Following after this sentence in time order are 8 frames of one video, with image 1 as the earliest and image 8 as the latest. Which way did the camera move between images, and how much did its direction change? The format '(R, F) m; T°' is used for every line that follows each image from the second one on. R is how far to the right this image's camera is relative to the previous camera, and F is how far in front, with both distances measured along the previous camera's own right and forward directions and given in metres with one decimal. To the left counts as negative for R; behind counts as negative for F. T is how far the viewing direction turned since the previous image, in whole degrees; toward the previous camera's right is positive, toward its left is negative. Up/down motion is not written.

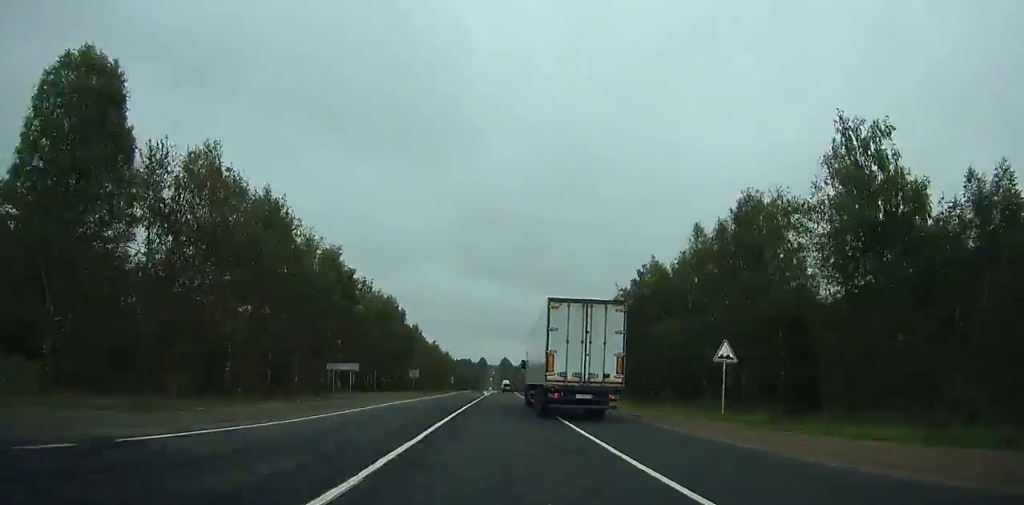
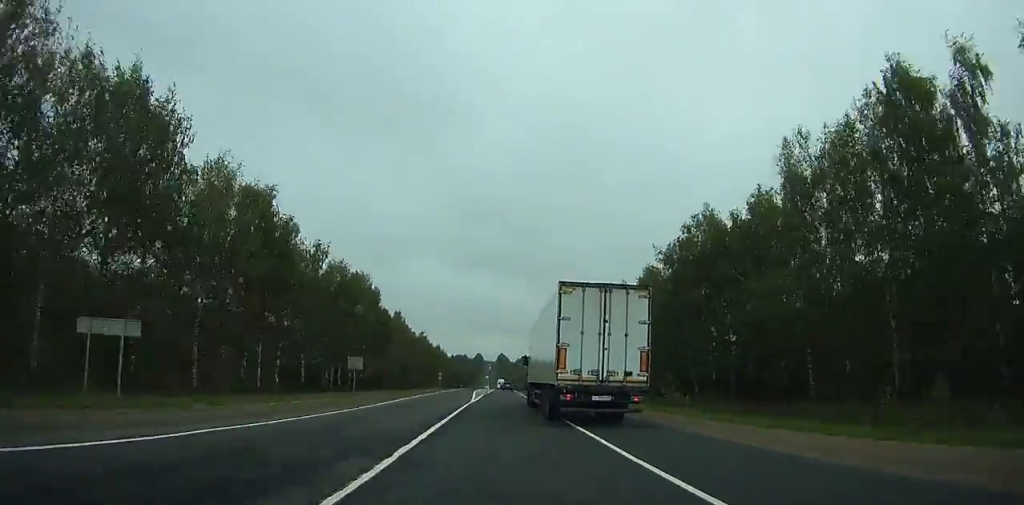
(-0.1, +25.9) m; 0°
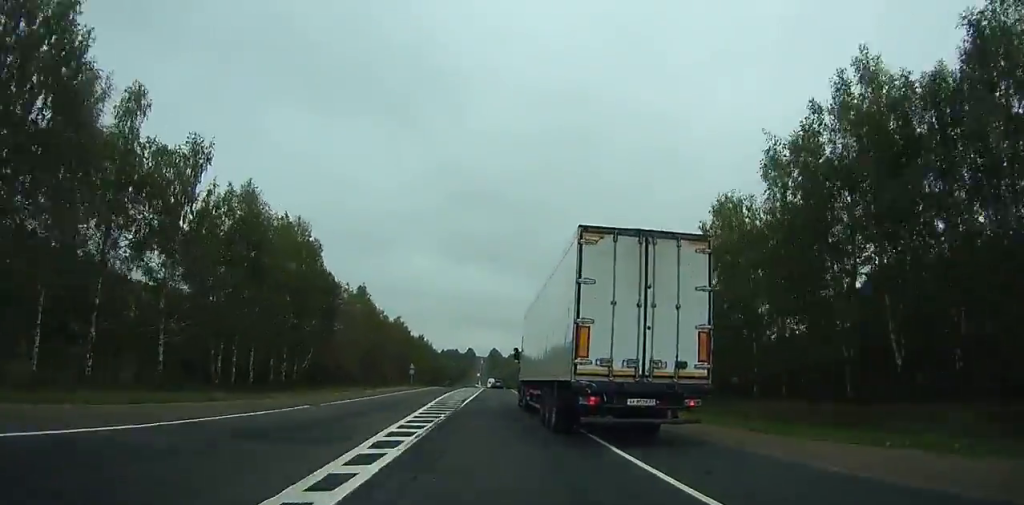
(+0.1, +32.2) m; 0°
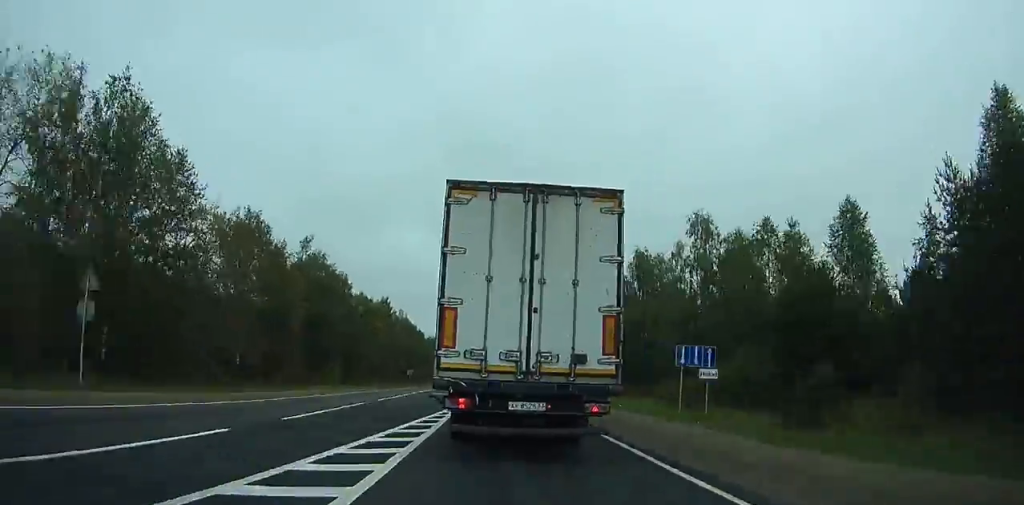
(+0.1, +86.6) m; 0°
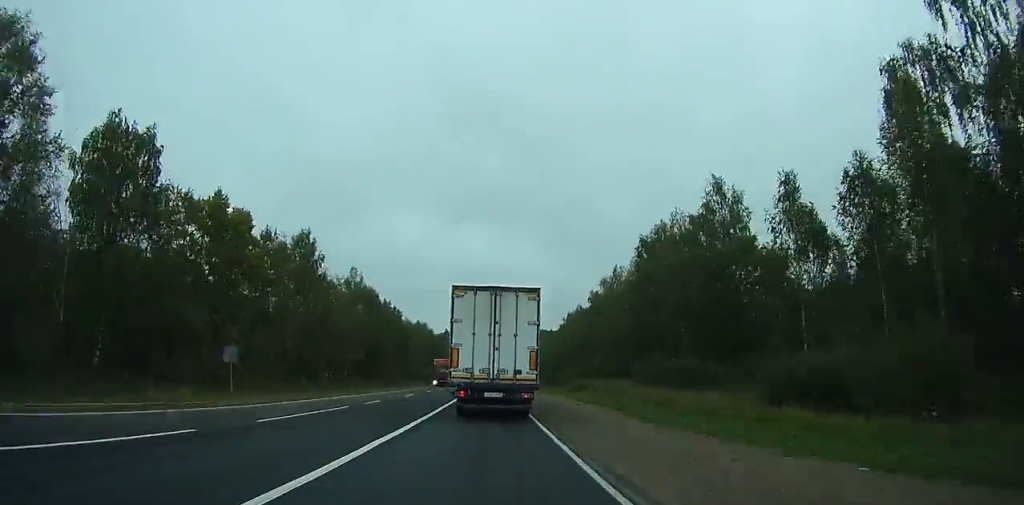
(-0.4, +75.1) m; -1°
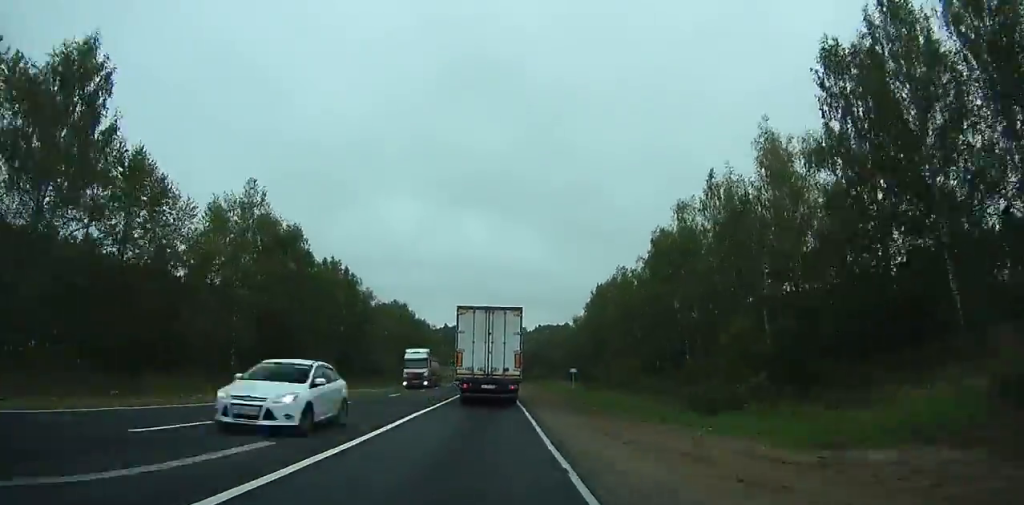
(-0.3, +53.7) m; 0°
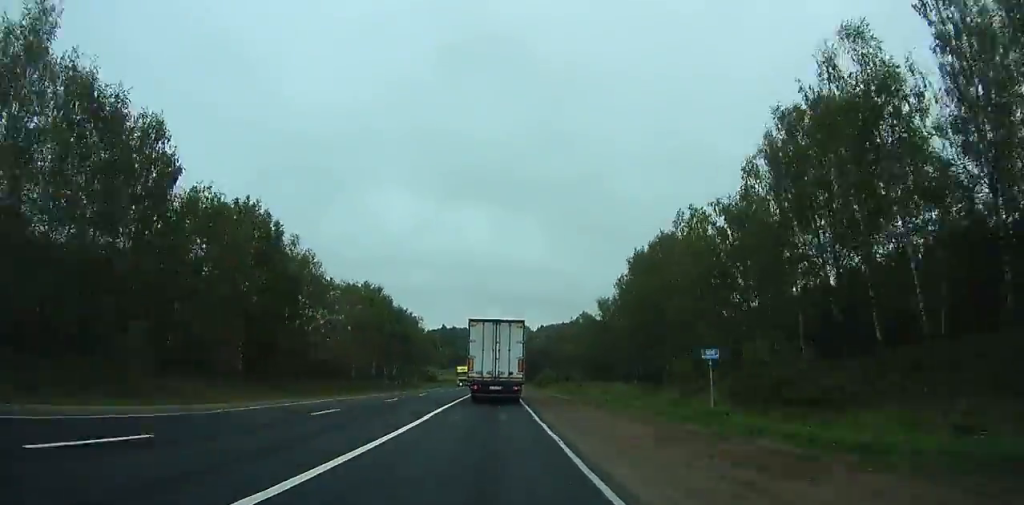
(-0.1, +37.8) m; 0°
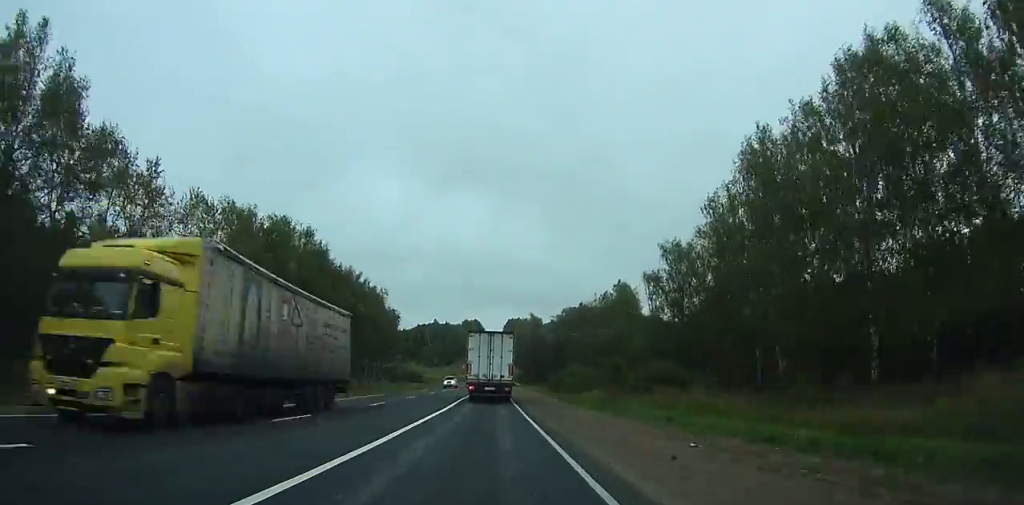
(+0.1, +49.3) m; 0°
